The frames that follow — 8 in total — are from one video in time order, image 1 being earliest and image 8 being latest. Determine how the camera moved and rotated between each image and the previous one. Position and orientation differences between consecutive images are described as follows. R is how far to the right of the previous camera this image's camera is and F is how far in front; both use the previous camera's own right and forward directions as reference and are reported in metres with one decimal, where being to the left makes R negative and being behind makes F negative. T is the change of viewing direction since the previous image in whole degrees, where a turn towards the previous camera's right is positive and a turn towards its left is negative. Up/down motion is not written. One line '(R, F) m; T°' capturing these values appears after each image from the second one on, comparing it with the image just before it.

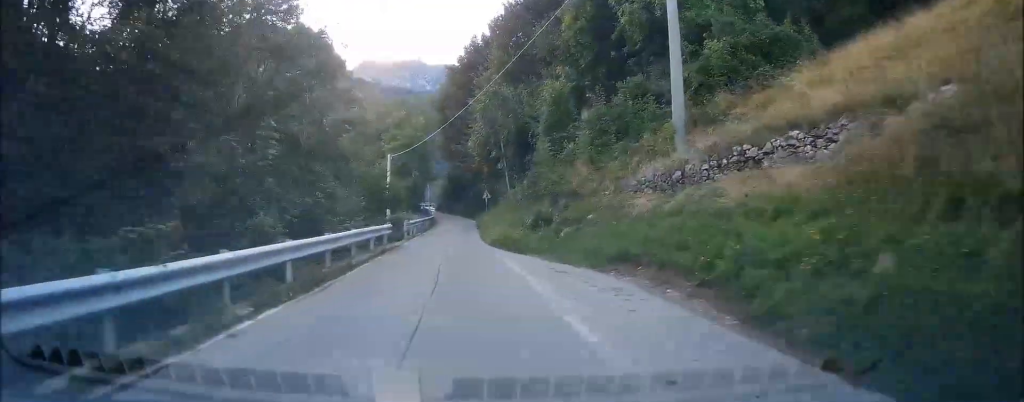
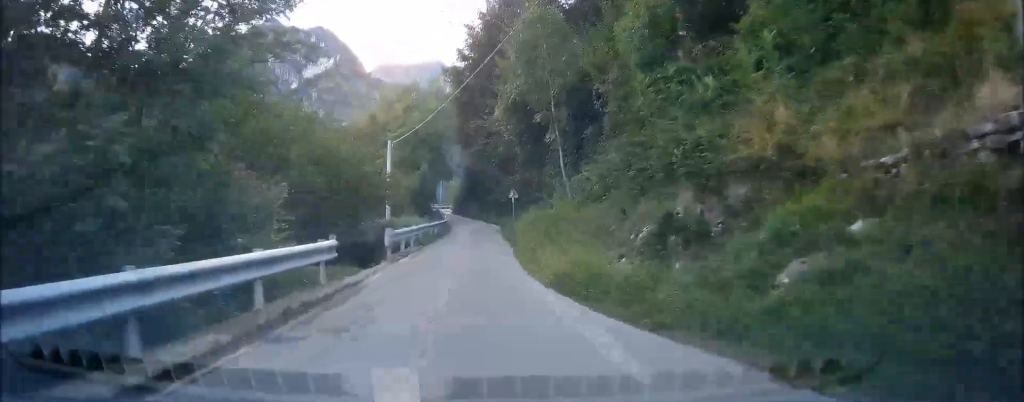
(-0.6, +12.3) m; -1°
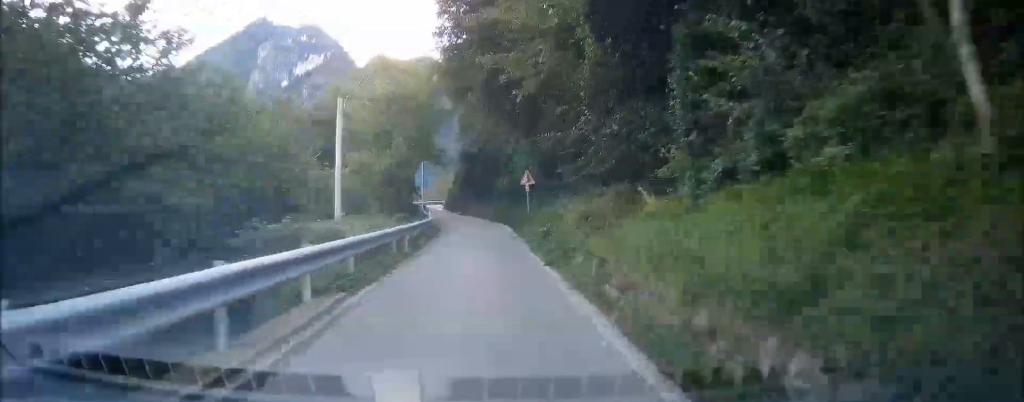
(+0.4, +15.7) m; 0°
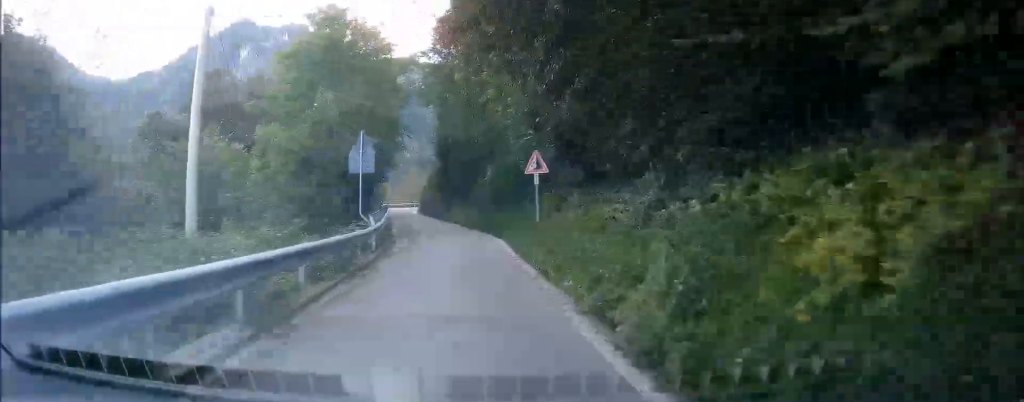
(-0.2, +13.8) m; 0°
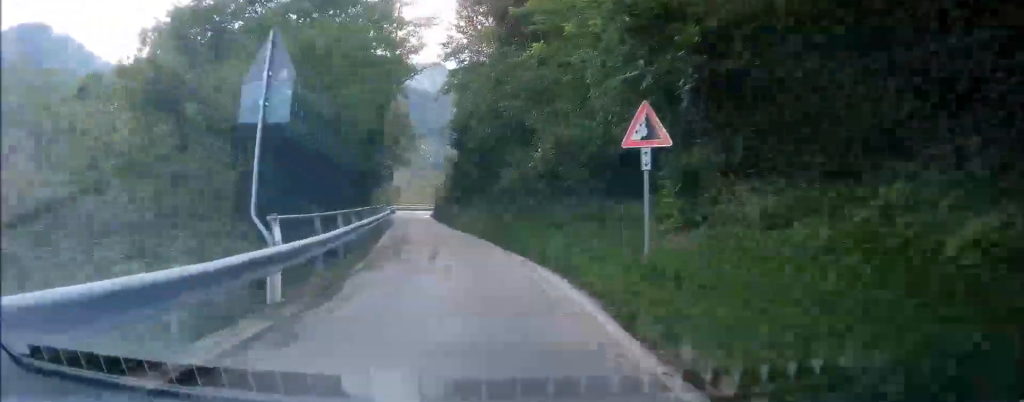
(+0.1, +11.2) m; 0°
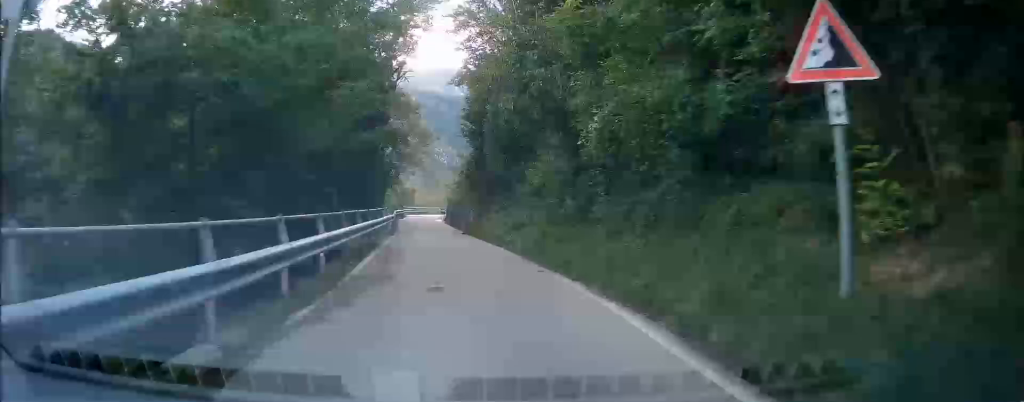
(+0.1, +5.4) m; -1°
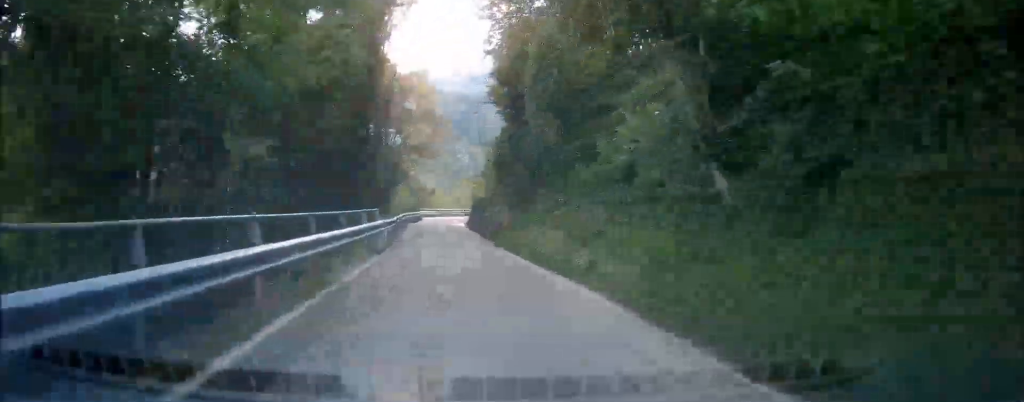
(-0.3, +10.4) m; -1°
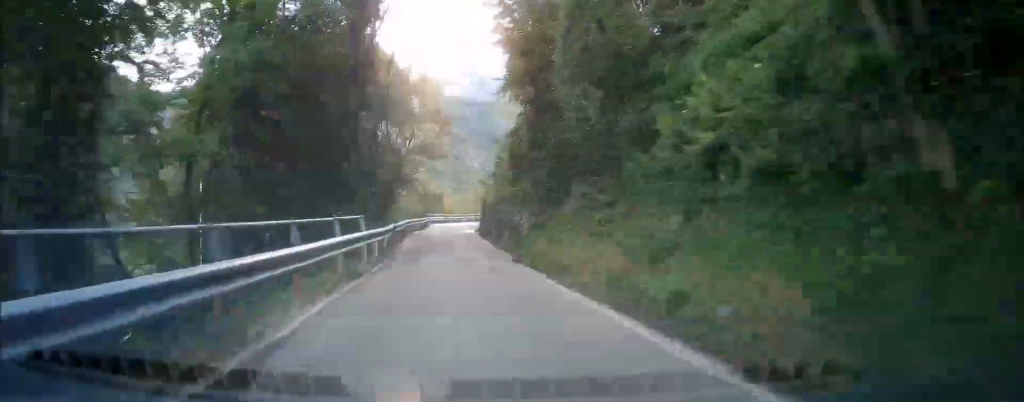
(0.0, +4.4) m; 0°
